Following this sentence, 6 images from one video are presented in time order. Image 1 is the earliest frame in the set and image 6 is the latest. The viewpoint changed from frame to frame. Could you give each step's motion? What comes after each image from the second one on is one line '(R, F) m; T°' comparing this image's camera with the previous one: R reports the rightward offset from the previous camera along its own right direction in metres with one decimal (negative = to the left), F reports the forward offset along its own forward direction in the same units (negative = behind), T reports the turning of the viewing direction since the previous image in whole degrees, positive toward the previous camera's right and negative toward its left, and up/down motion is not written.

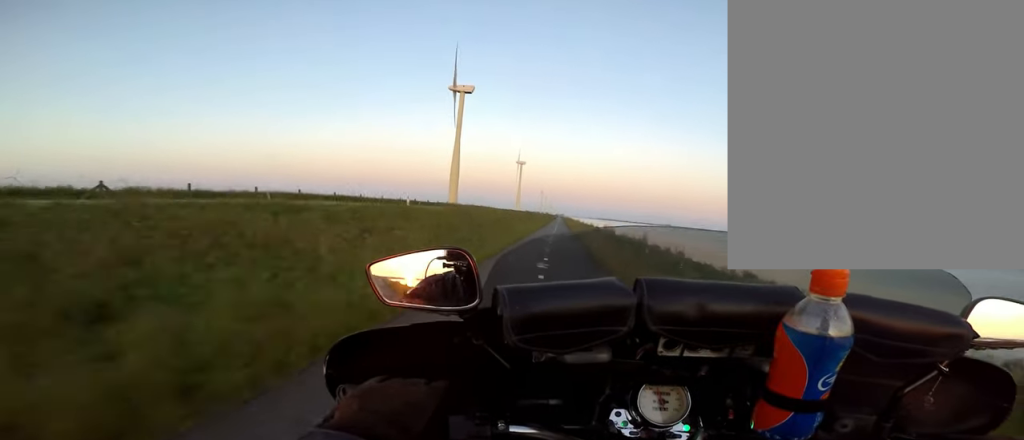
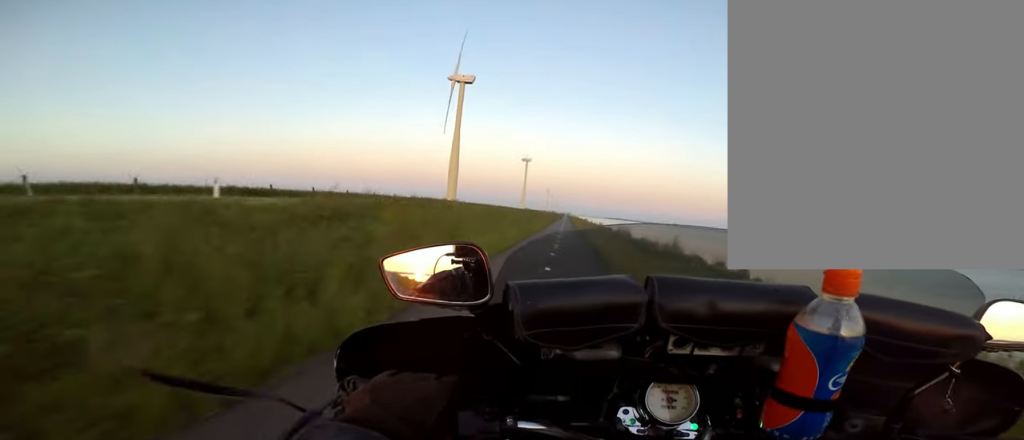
(-0.1, +11.0) m; +3°
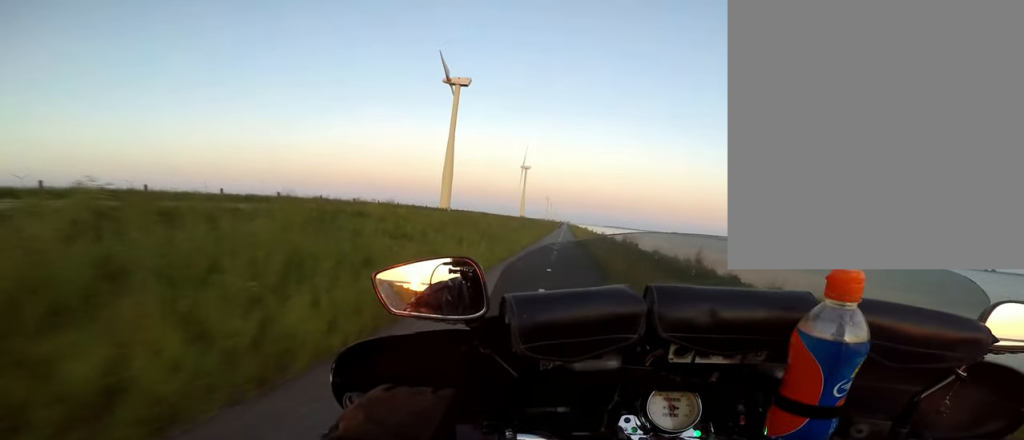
(+0.2, +7.3) m; +2°
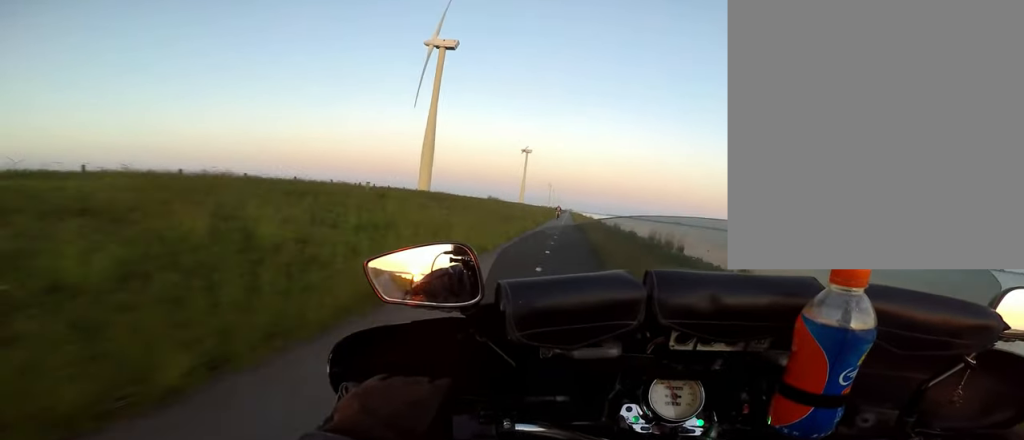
(+0.4, +23.0) m; -1°
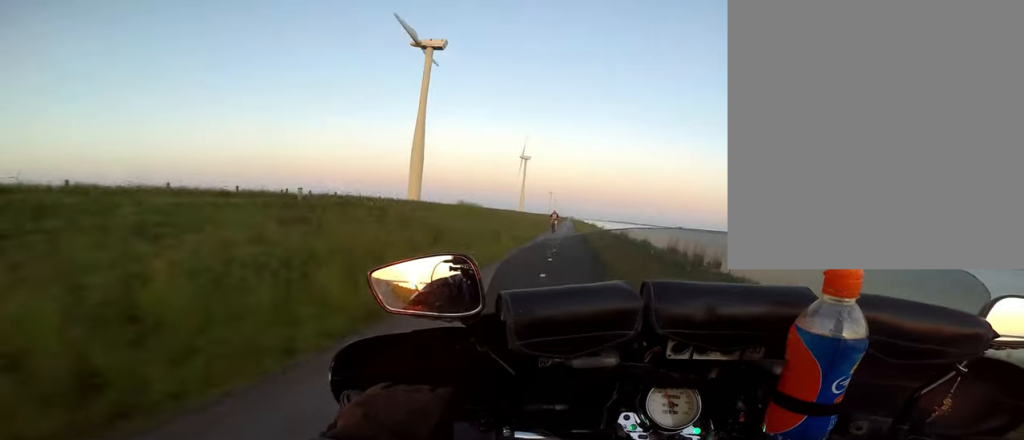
(0.0, +8.7) m; -1°
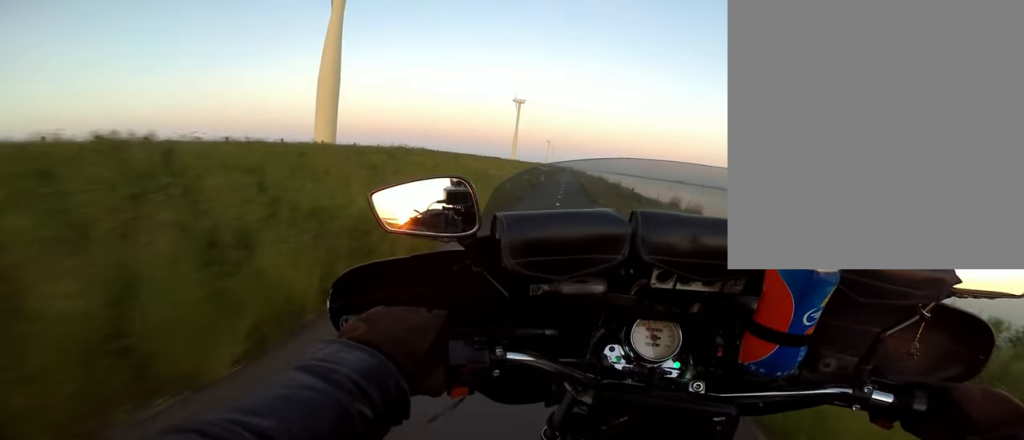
(+1.6, +38.9) m; +2°
